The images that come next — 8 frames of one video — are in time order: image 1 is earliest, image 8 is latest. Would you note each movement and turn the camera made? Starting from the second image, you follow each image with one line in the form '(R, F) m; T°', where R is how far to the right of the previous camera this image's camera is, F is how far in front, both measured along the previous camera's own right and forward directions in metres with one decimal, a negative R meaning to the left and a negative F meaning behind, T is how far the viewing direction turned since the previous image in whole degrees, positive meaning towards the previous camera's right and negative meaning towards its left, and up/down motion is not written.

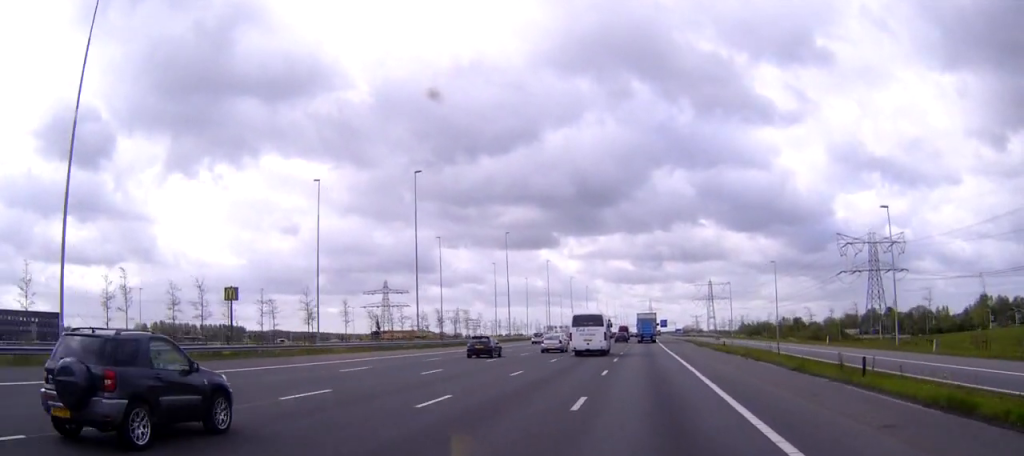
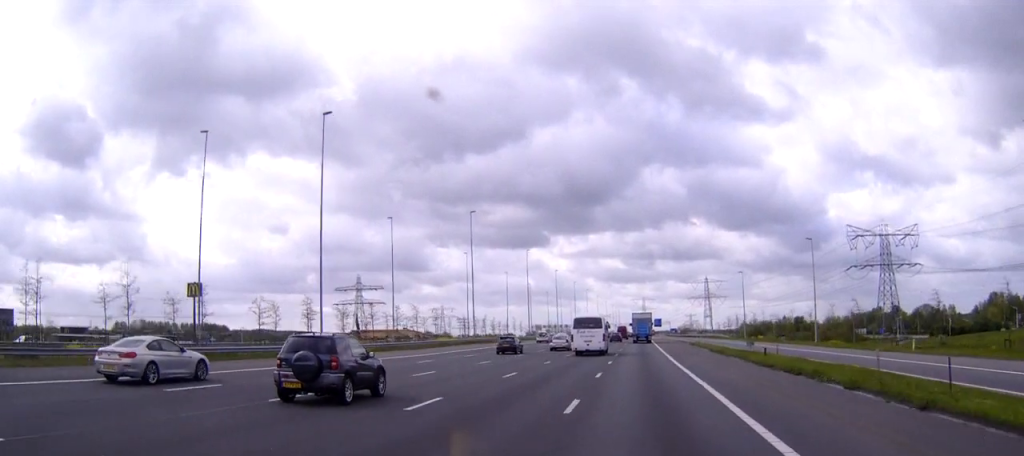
(+0.1, +24.3) m; 0°
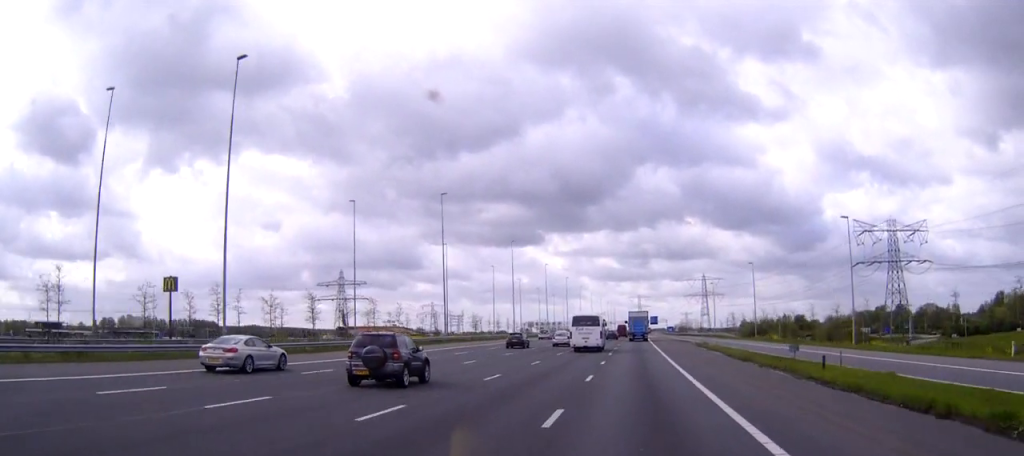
(0.0, +14.4) m; 0°
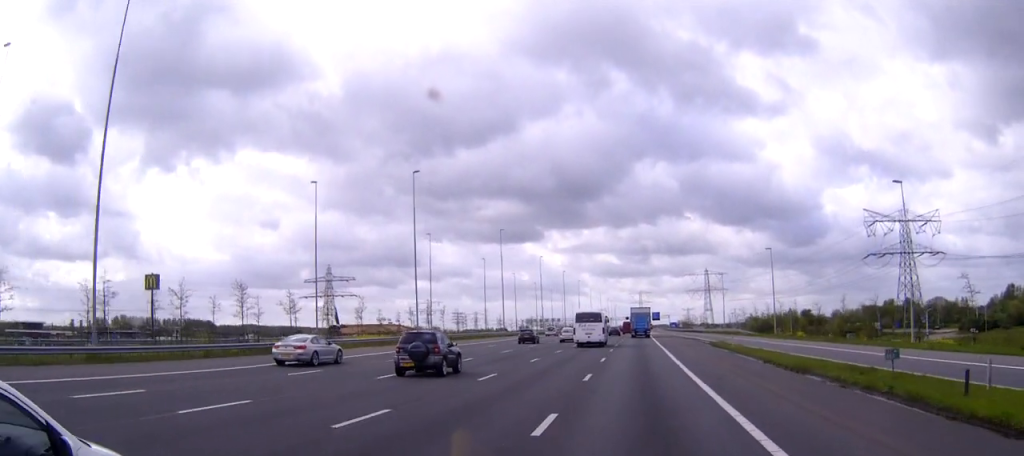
(0.0, +13.1) m; 0°
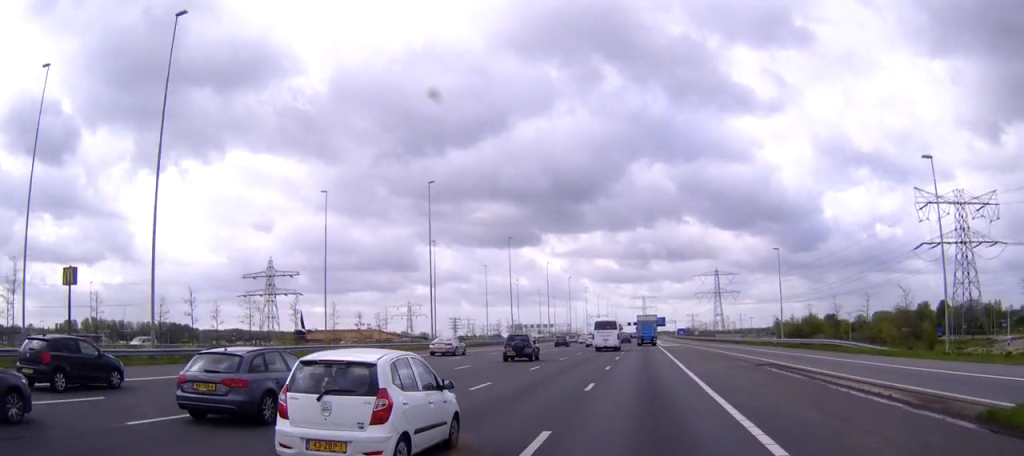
(0.0, +49.8) m; 0°
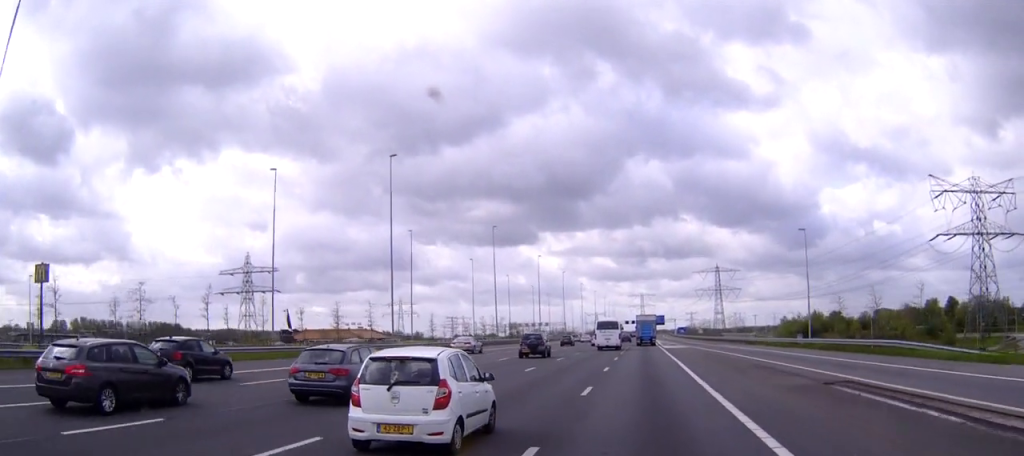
(0.0, +13.8) m; 0°
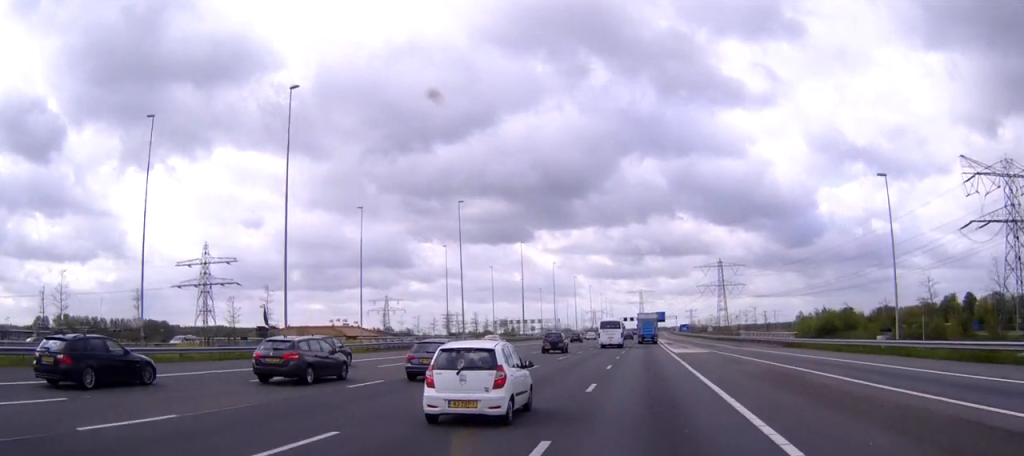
(+0.1, +23.4) m; 0°
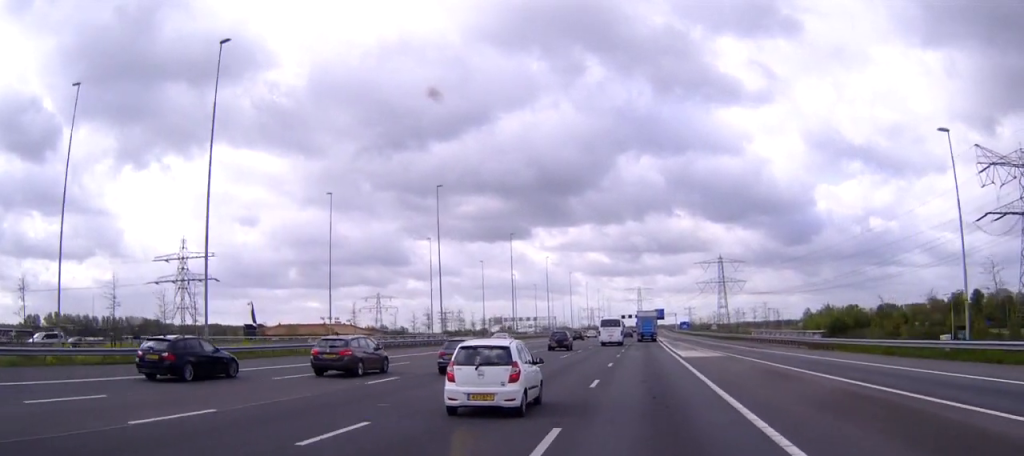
(0.0, +10.4) m; 0°
